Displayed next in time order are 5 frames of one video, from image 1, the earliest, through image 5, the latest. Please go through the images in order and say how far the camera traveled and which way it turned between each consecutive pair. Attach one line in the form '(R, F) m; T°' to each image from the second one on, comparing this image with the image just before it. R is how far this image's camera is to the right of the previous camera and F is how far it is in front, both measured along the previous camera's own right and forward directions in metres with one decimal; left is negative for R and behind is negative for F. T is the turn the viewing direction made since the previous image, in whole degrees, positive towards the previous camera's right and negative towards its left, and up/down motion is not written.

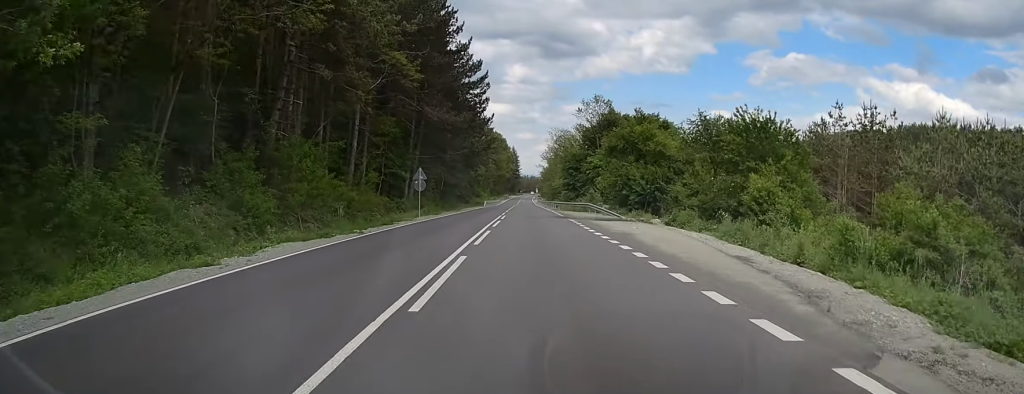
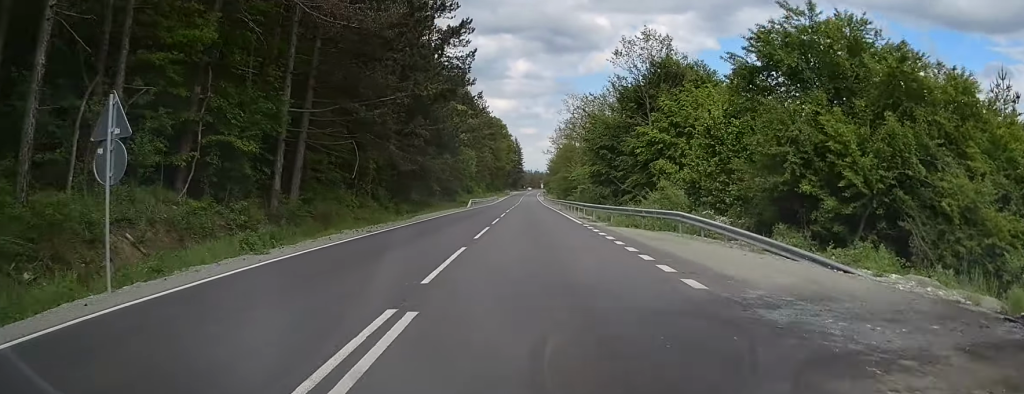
(+0.3, +33.2) m; 0°
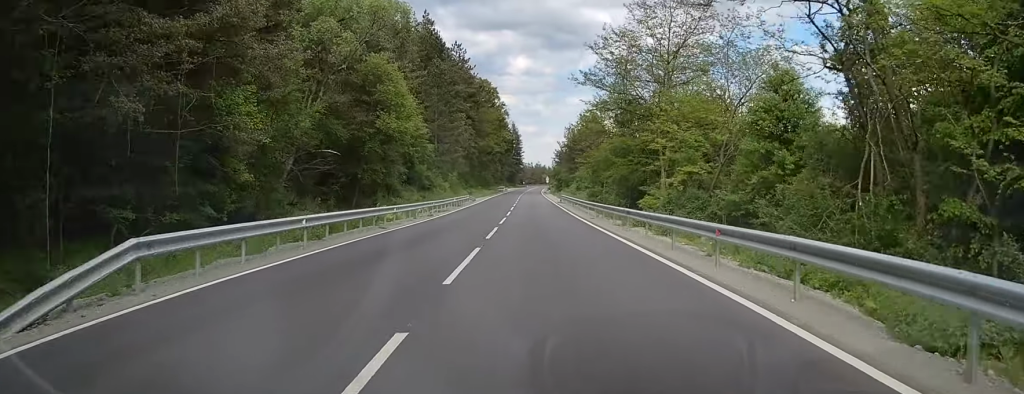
(-0.1, +62.9) m; 0°
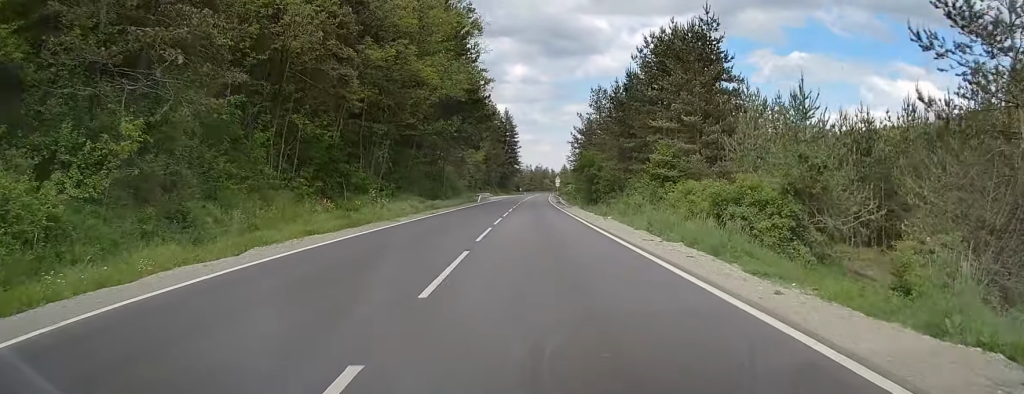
(+0.8, +73.1) m; +2°
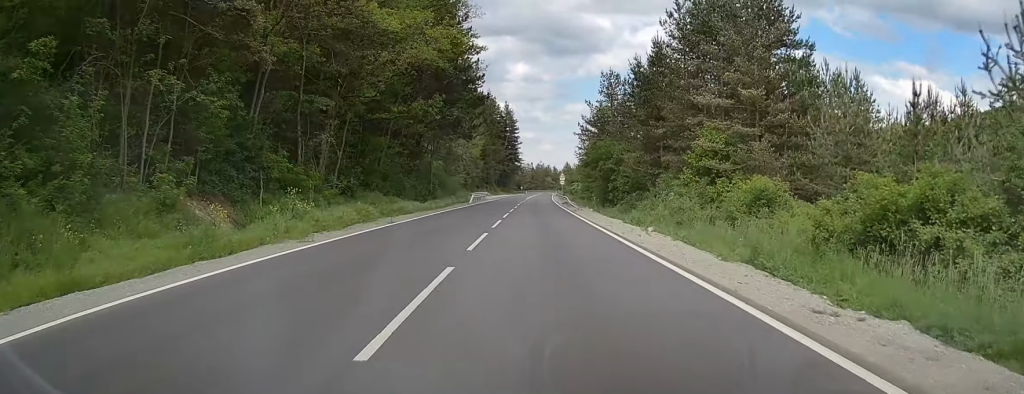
(+0.1, +12.0) m; 0°
